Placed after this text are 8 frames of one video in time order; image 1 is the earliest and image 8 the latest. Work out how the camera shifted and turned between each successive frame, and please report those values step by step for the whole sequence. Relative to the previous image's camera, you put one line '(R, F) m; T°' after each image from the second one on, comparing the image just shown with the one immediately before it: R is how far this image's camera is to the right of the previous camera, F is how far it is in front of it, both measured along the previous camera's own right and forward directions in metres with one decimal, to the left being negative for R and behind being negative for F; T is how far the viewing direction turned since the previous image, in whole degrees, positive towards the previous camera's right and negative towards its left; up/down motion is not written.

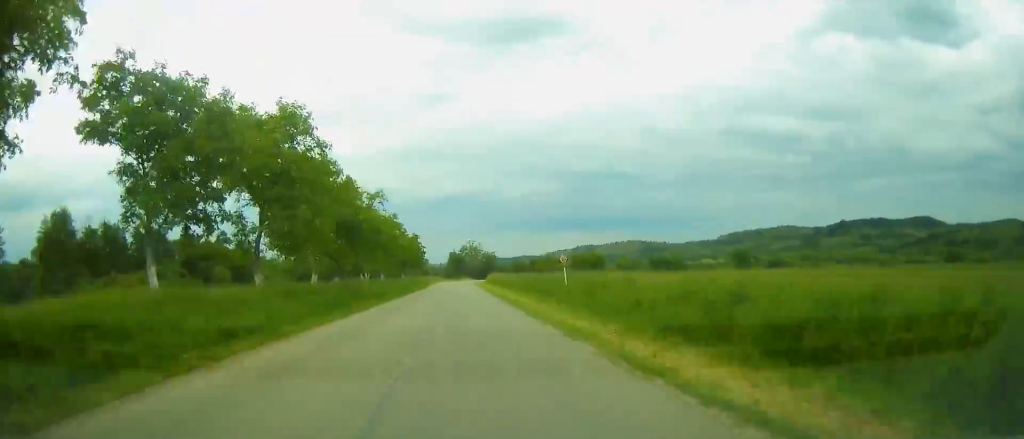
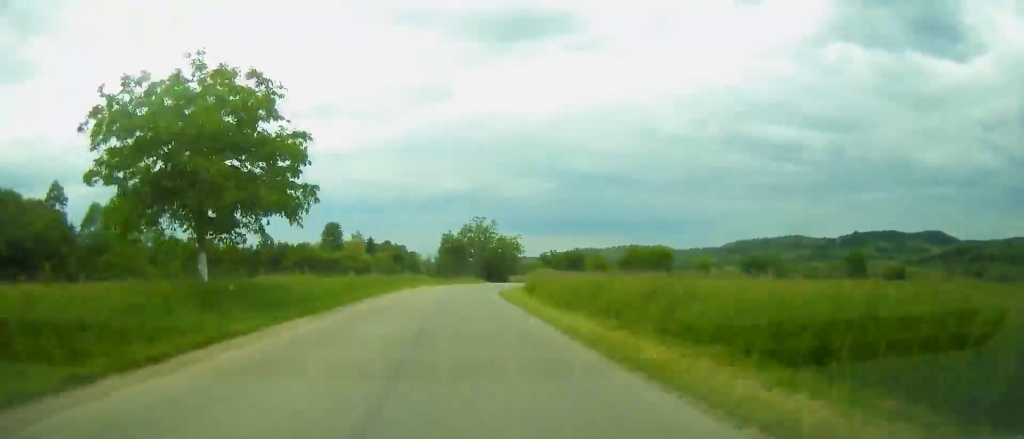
(+1.2, +64.9) m; +6°
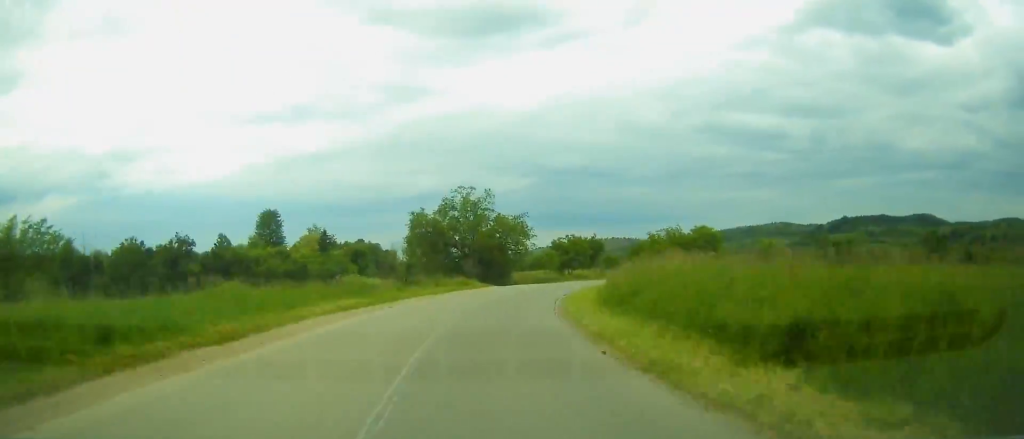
(-1.7, +35.6) m; +5°
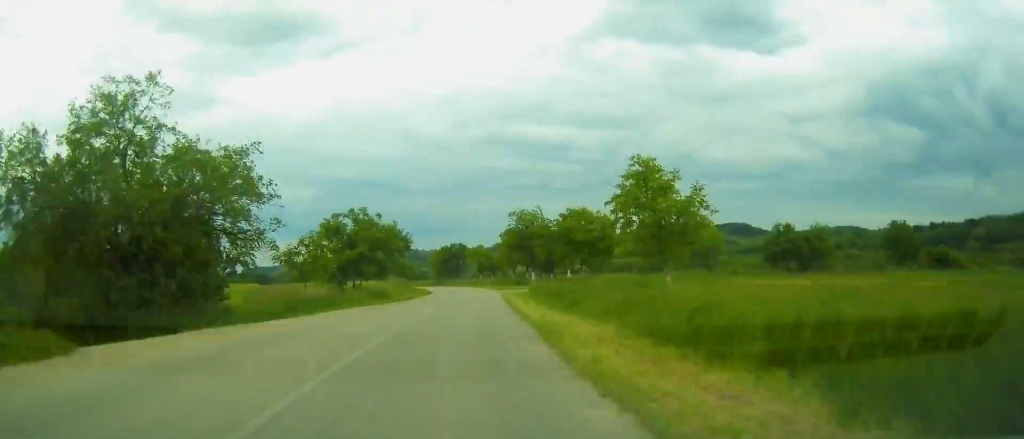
(+5.7, +46.6) m; +2°
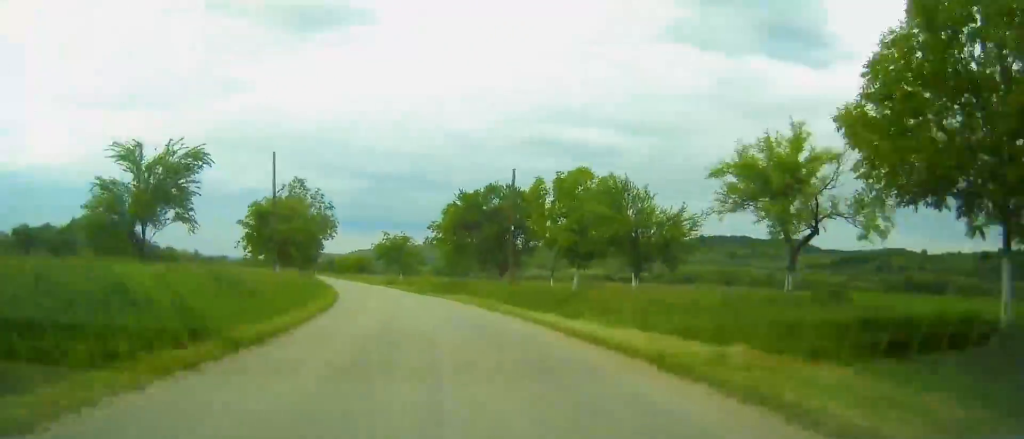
(+1.6, +78.7) m; -3°
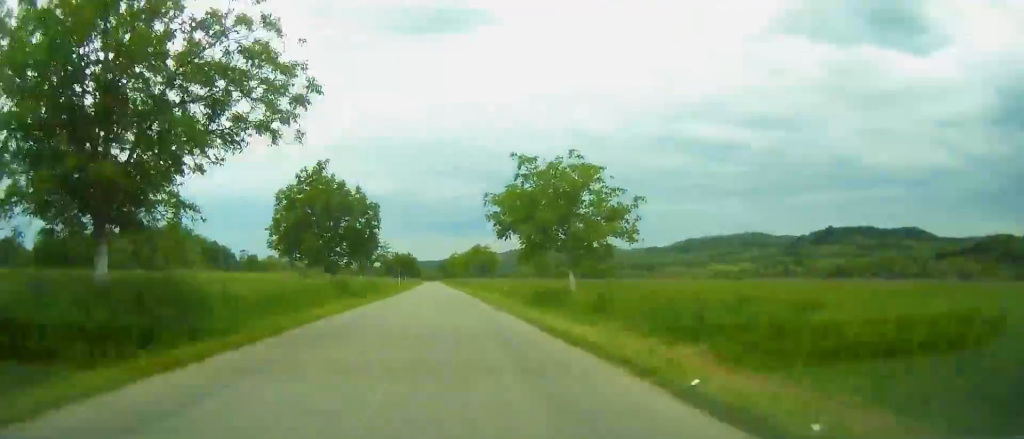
(-2.7, +54.6) m; -5°
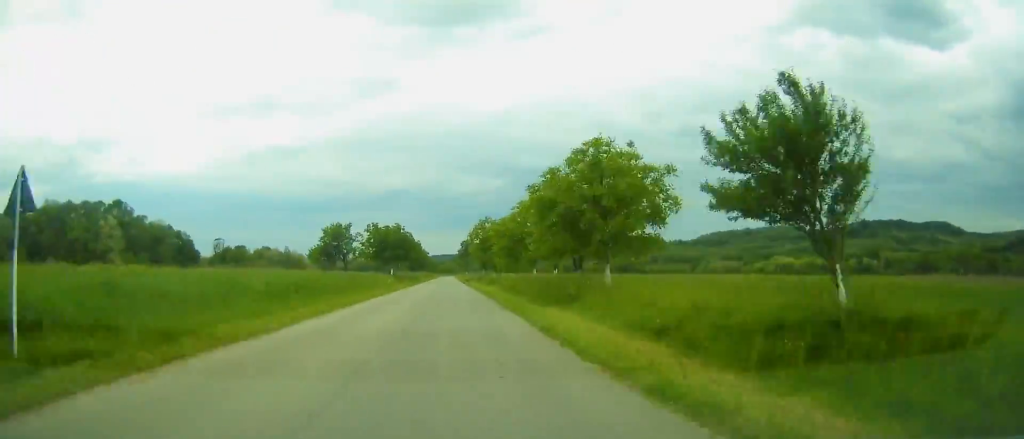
(-2.8, +69.2) m; -2°
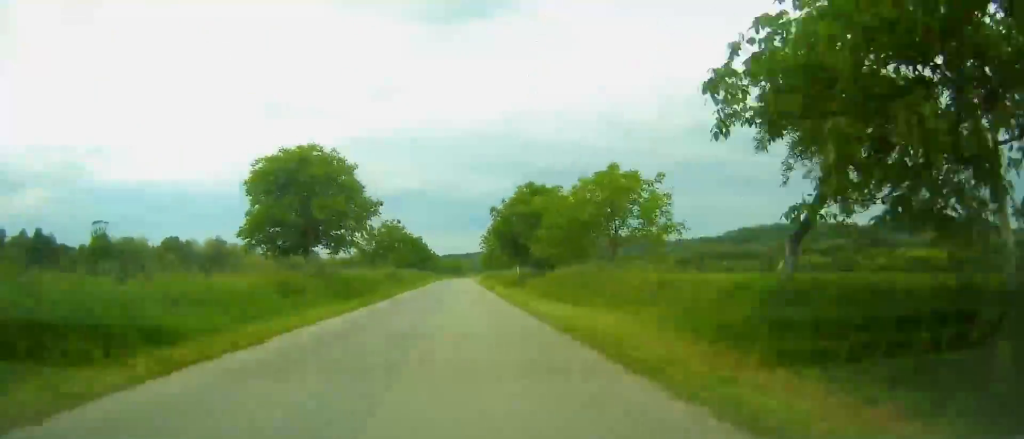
(-0.3, +125.7) m; 0°
